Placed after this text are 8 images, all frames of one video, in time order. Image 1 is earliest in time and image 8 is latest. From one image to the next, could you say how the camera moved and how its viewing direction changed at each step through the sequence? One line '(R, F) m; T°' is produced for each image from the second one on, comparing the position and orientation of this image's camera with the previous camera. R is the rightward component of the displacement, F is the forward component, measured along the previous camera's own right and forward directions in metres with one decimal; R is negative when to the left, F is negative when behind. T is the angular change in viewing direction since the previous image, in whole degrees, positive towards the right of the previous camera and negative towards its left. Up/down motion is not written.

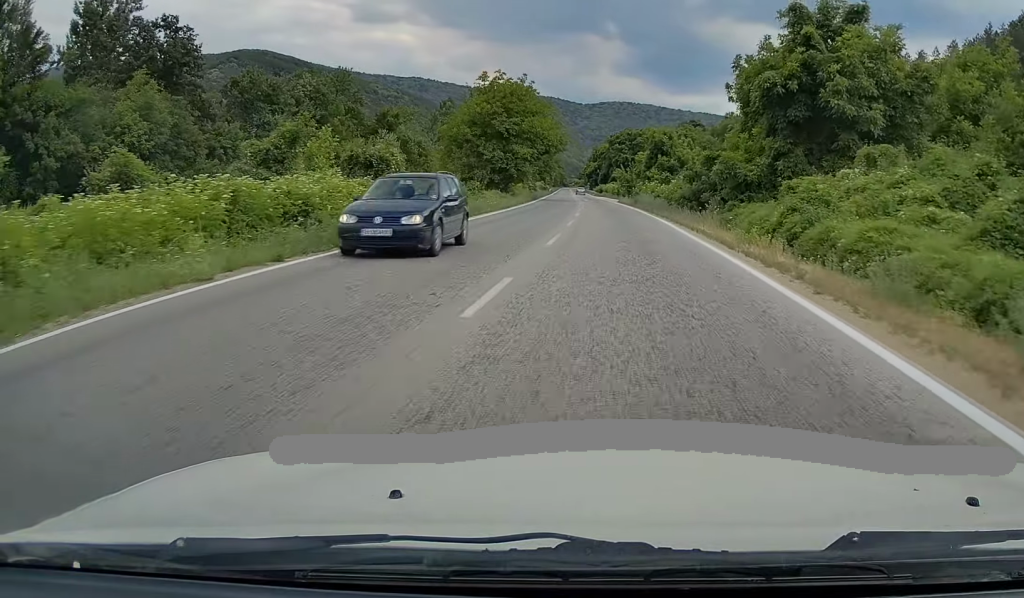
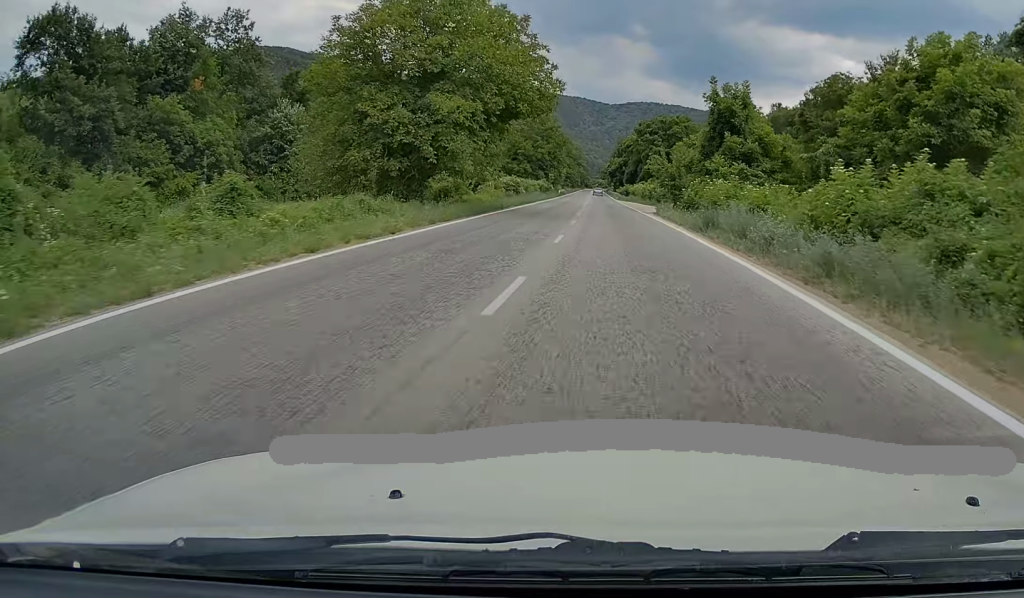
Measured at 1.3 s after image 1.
(-0.5, +35.9) m; -1°
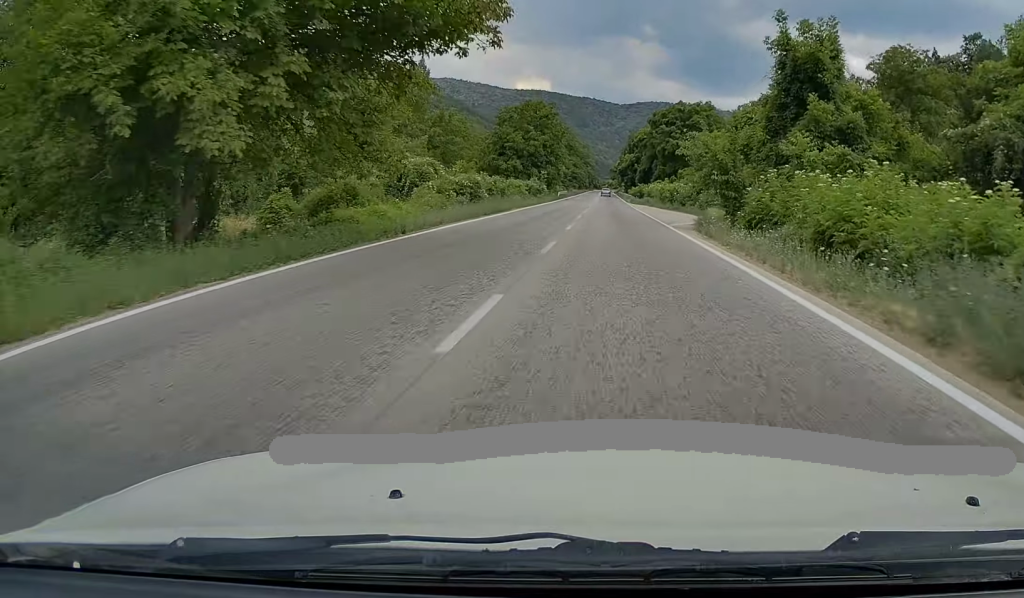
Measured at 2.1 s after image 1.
(-0.1, +19.8) m; -1°
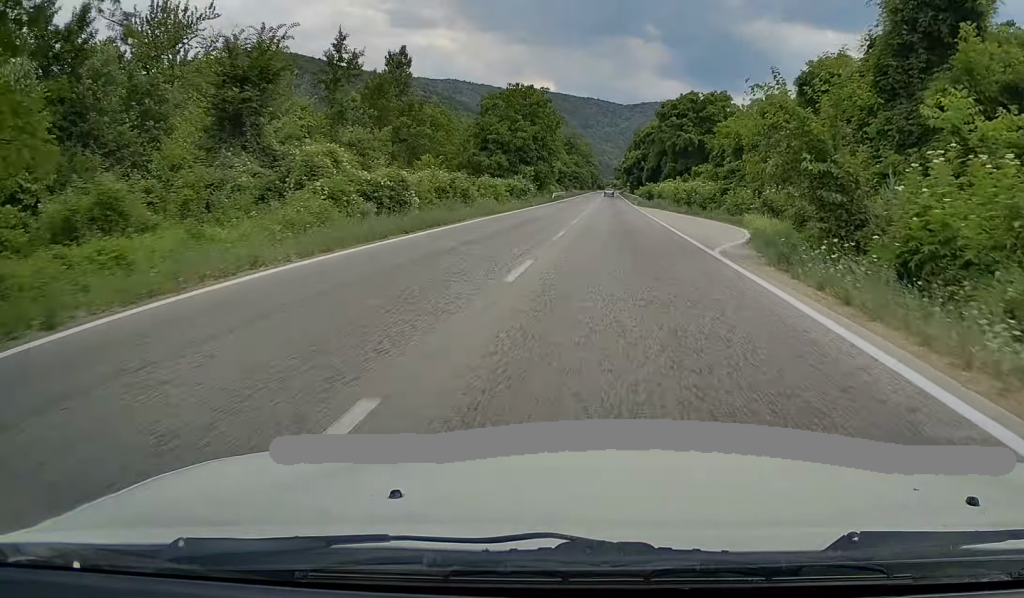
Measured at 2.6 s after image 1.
(-0.1, +13.5) m; 0°
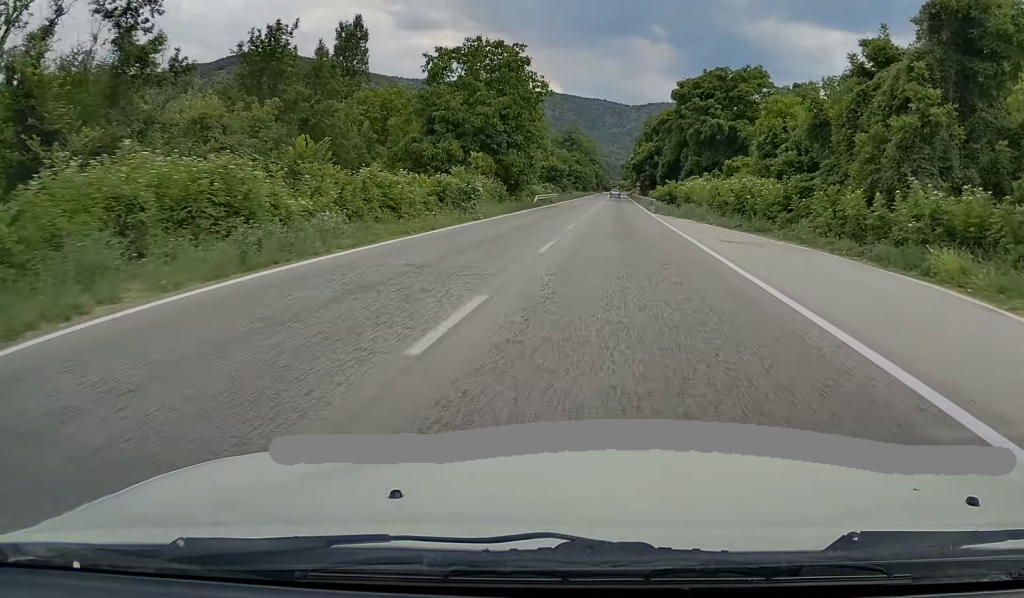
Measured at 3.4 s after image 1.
(-0.2, +22.7) m; -1°
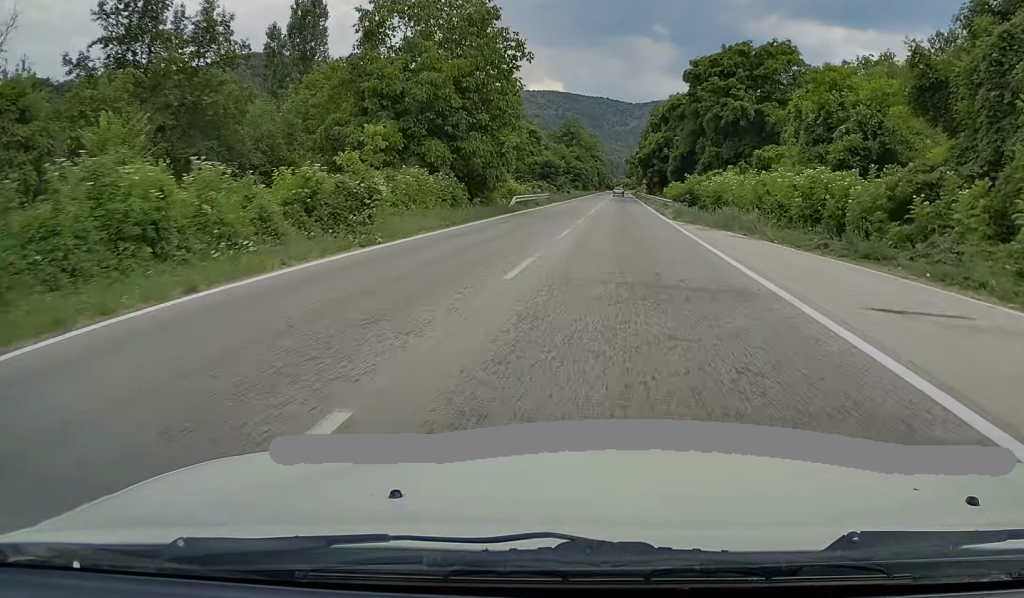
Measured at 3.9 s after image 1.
(0.0, +13.6) m; 0°
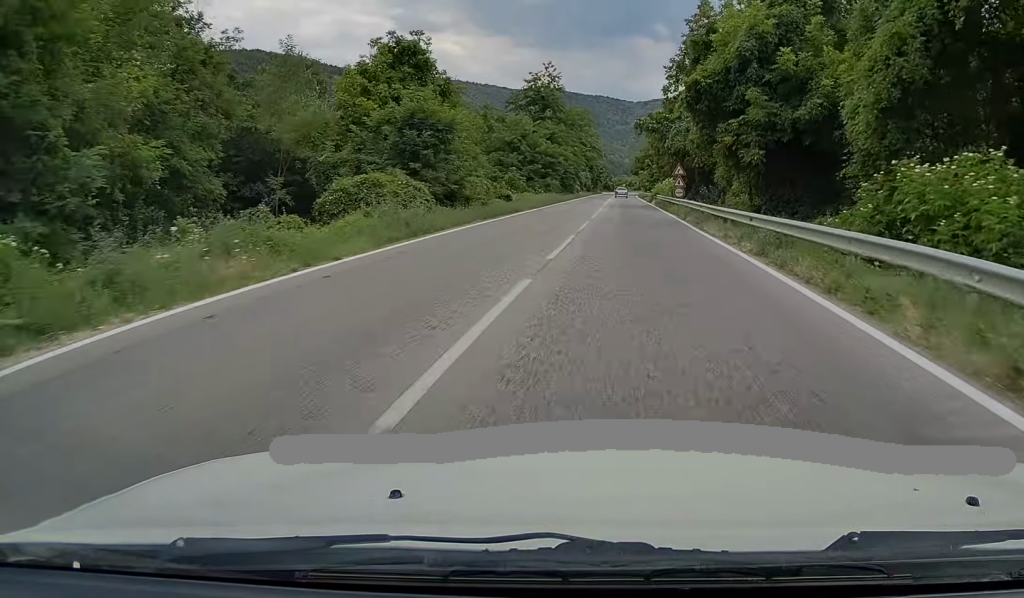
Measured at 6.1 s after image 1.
(0.0, +60.4) m; 0°
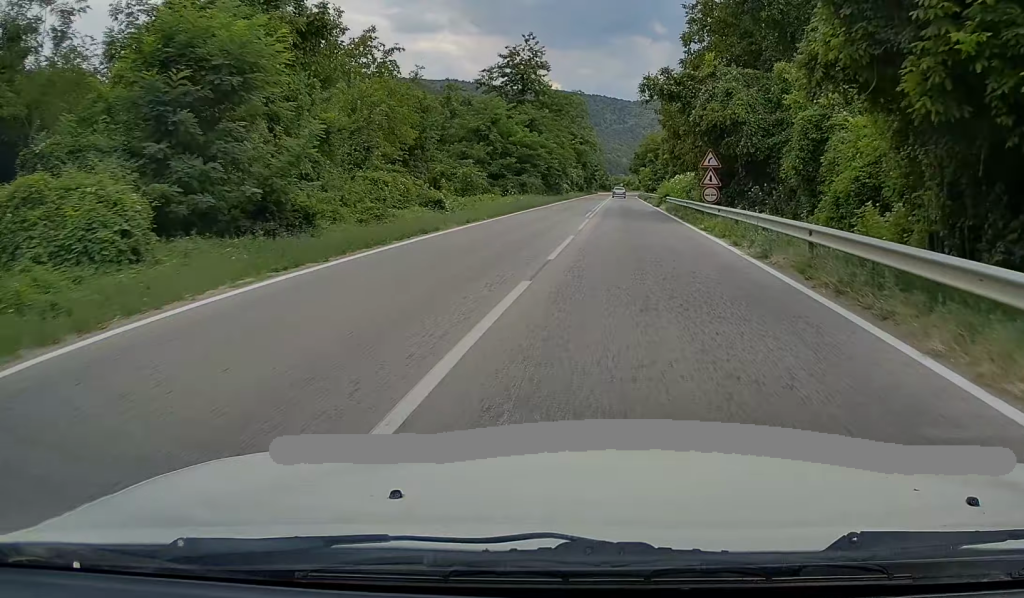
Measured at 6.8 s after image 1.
(0.0, +17.8) m; 0°
